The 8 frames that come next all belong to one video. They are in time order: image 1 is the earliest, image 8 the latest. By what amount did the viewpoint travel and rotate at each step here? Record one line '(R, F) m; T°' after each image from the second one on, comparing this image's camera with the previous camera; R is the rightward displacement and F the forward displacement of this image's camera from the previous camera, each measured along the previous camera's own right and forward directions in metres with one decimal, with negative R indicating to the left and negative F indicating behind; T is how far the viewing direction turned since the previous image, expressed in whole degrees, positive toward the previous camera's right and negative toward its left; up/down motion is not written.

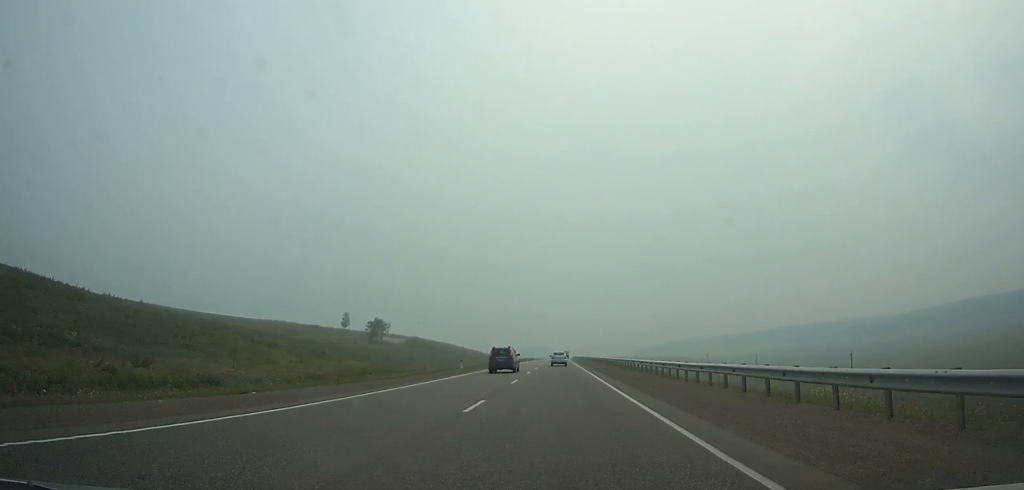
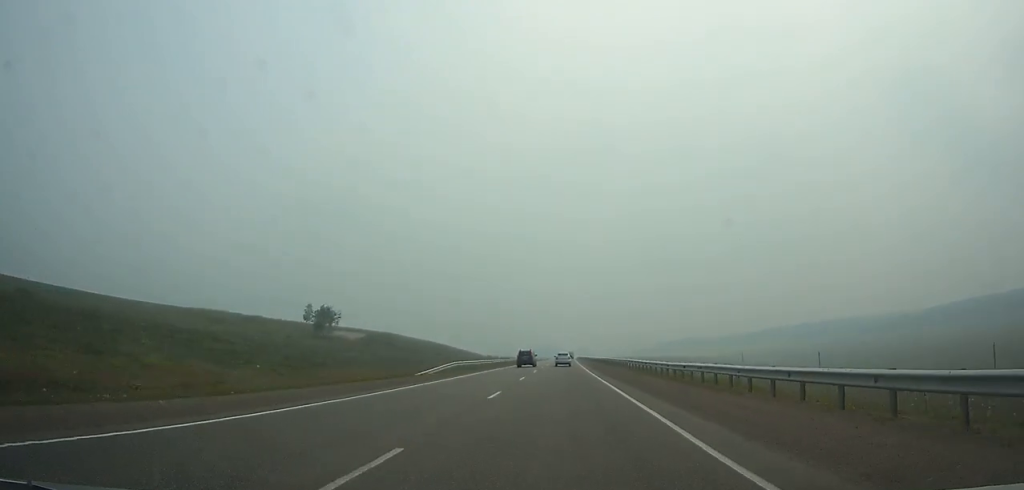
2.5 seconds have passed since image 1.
(-0.1, +55.2) m; 0°
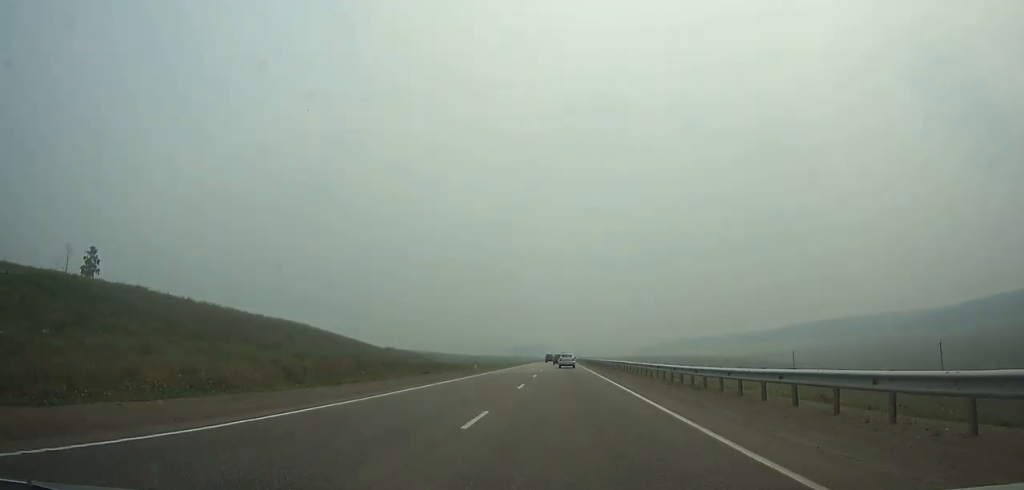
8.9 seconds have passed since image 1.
(+0.4, +145.0) m; +1°
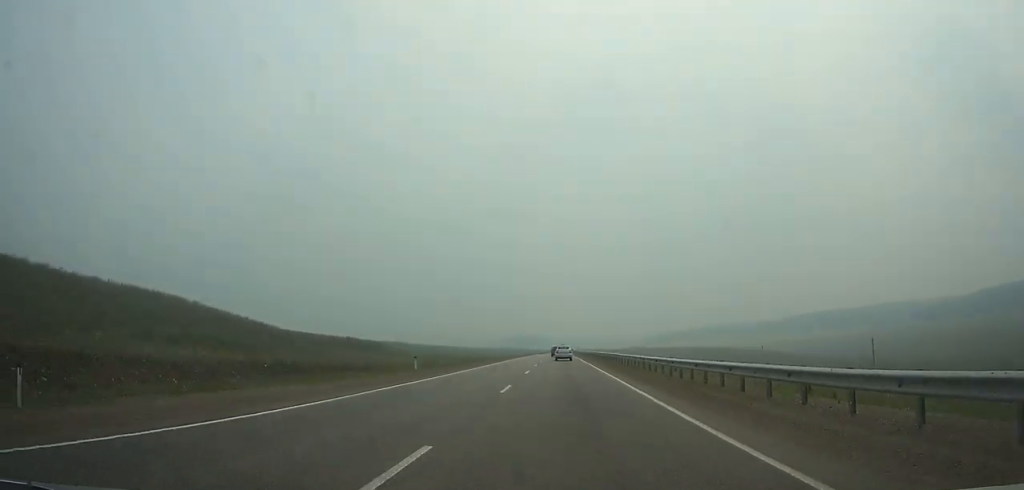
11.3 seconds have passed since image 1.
(+0.2, +52.3) m; 0°
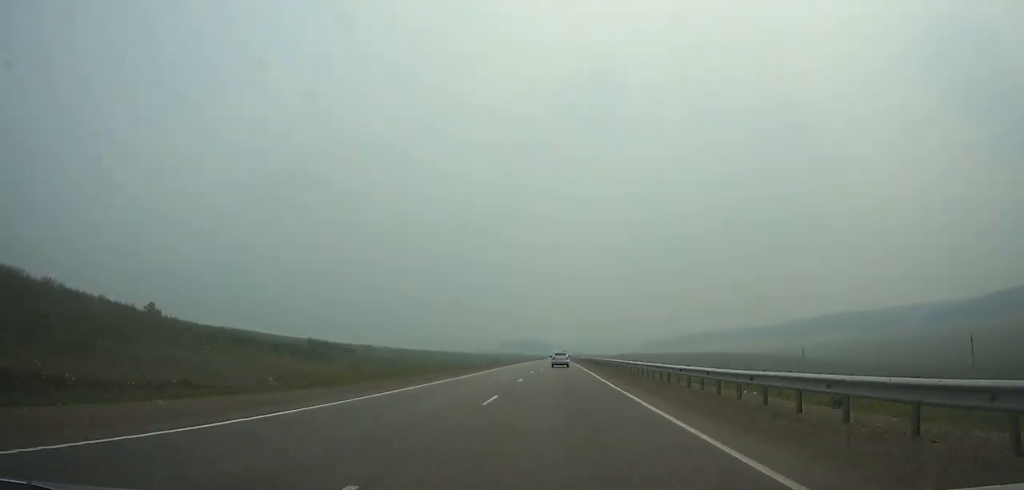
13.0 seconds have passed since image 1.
(0.0, +36.3) m; 0°
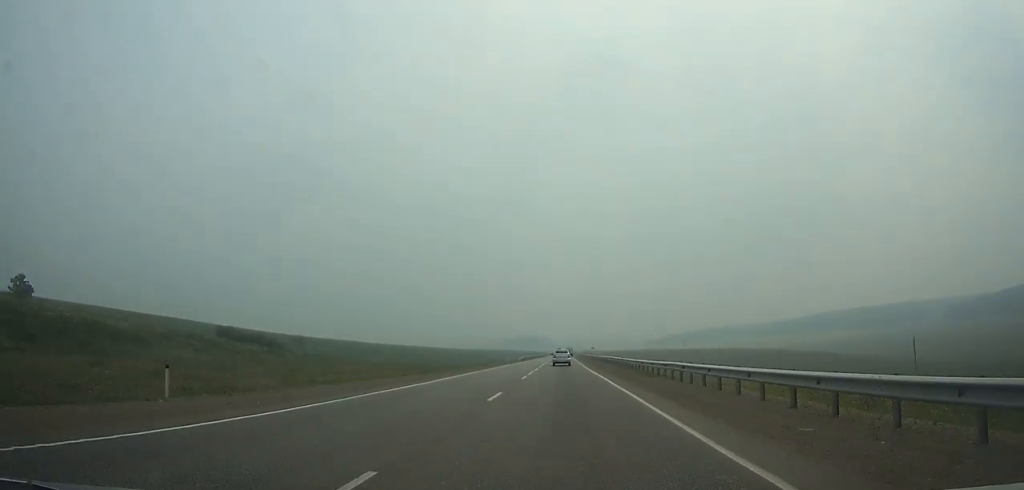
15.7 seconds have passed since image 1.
(0.0, +56.1) m; 0°
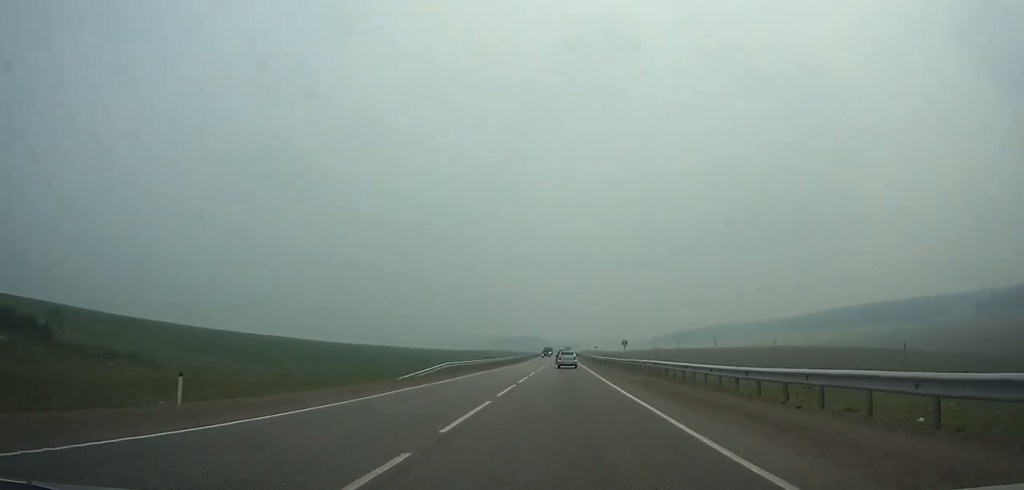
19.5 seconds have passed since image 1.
(0.0, +80.1) m; 0°
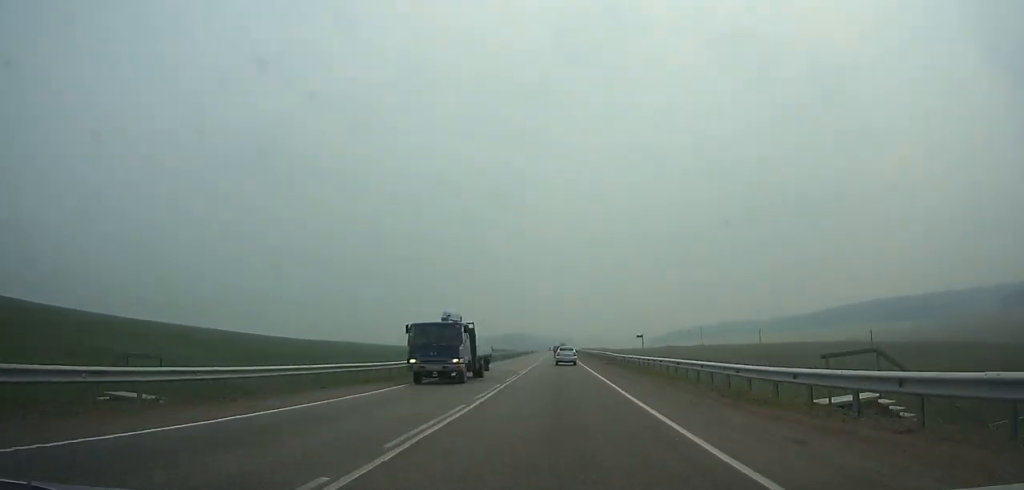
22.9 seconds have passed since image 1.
(+0.3, +69.7) m; 0°
